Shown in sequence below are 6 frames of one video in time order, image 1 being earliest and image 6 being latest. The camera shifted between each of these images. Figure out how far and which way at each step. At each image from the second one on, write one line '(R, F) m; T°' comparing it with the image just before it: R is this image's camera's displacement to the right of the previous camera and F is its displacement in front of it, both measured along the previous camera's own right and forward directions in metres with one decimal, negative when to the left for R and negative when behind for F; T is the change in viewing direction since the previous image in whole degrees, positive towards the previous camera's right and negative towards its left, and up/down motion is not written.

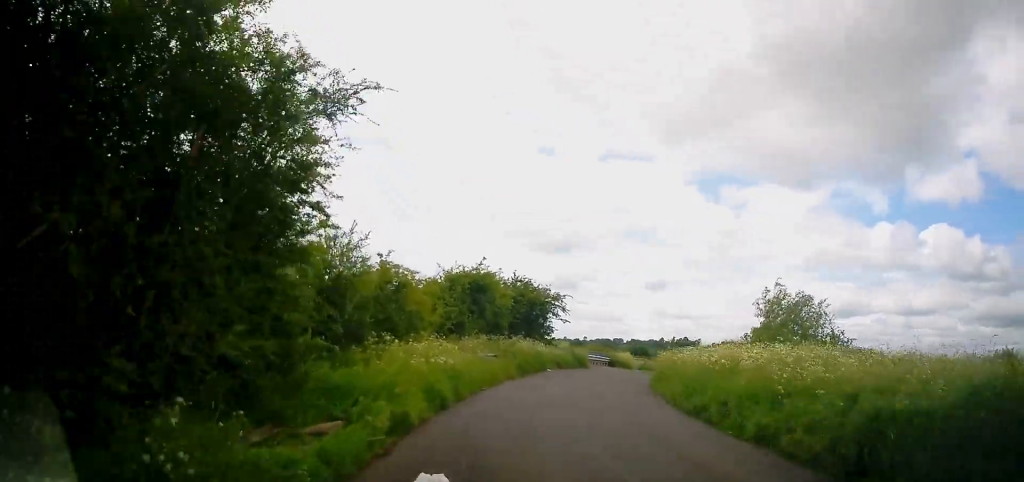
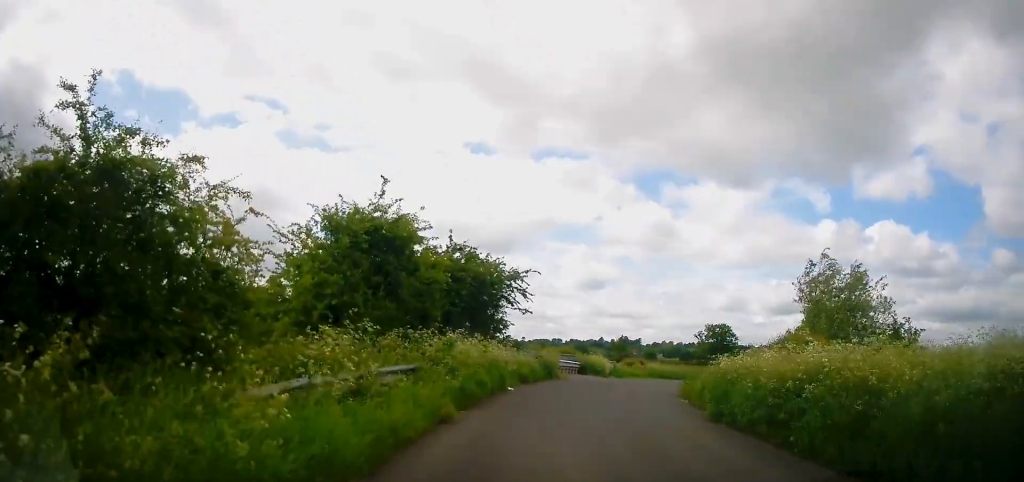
(+0.8, +11.5) m; +9°
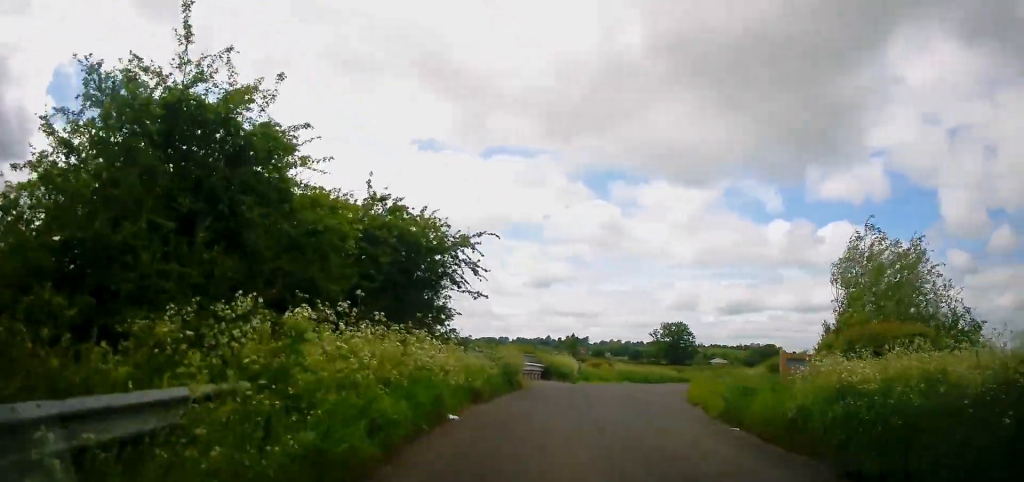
(+0.4, +7.2) m; +6°
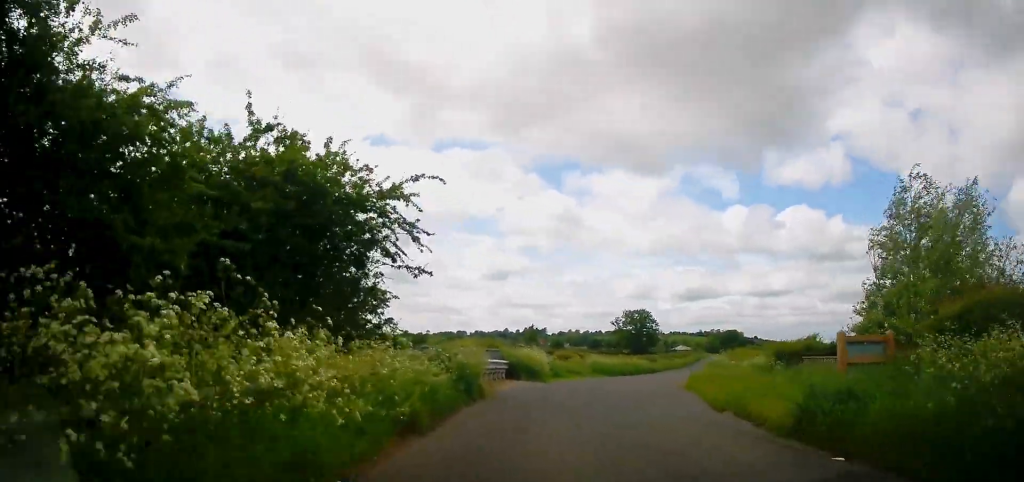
(+0.2, +5.1) m; +4°
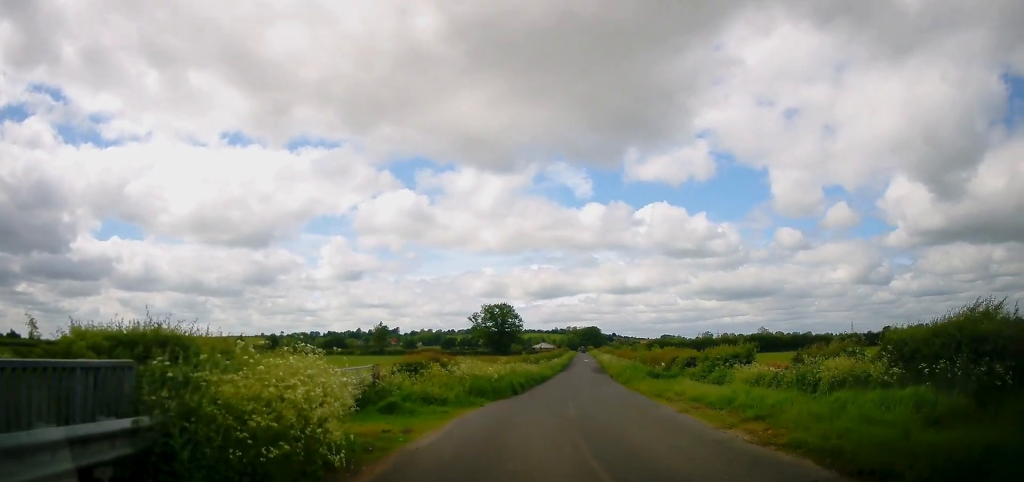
(+1.0, +17.9) m; +9°
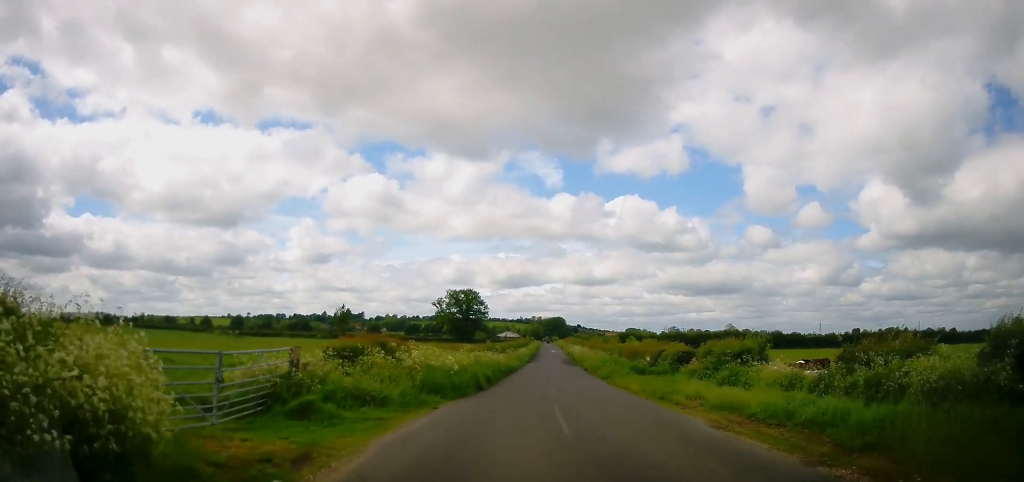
(+0.3, +4.6) m; +4°
